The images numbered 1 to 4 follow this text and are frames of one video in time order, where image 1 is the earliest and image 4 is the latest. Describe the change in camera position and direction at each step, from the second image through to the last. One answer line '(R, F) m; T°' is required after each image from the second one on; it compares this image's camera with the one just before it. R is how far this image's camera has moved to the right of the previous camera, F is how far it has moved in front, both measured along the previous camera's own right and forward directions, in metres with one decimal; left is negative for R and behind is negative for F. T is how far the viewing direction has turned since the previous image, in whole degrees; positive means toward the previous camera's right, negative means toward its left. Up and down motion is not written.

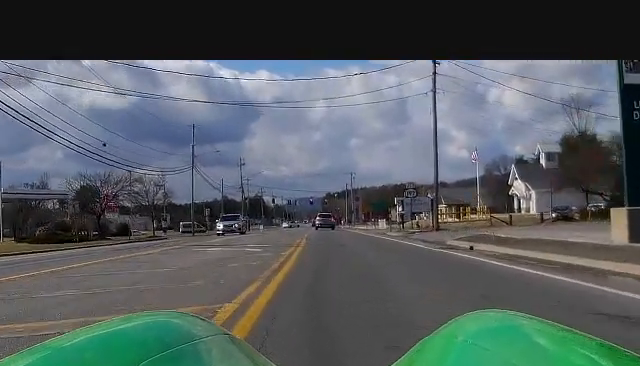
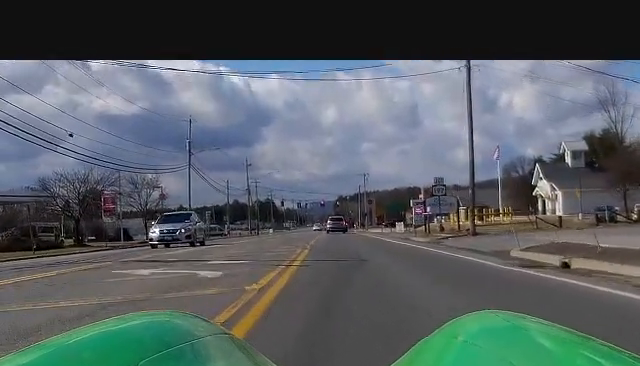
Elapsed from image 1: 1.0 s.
(0.0, +9.2) m; +1°
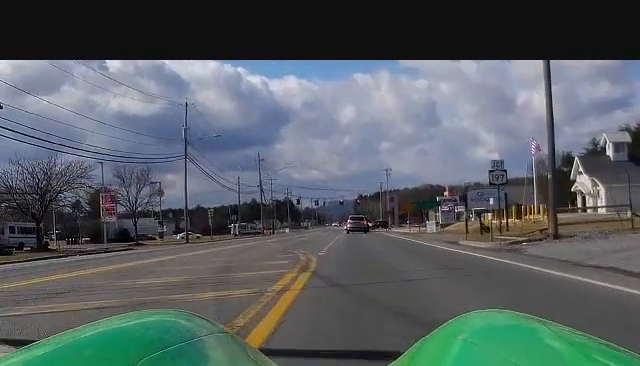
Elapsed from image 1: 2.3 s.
(+0.1, +12.1) m; -3°
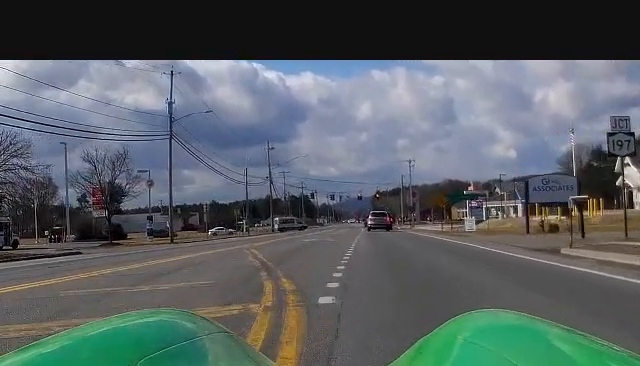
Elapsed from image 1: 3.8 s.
(-0.5, +13.3) m; 0°
